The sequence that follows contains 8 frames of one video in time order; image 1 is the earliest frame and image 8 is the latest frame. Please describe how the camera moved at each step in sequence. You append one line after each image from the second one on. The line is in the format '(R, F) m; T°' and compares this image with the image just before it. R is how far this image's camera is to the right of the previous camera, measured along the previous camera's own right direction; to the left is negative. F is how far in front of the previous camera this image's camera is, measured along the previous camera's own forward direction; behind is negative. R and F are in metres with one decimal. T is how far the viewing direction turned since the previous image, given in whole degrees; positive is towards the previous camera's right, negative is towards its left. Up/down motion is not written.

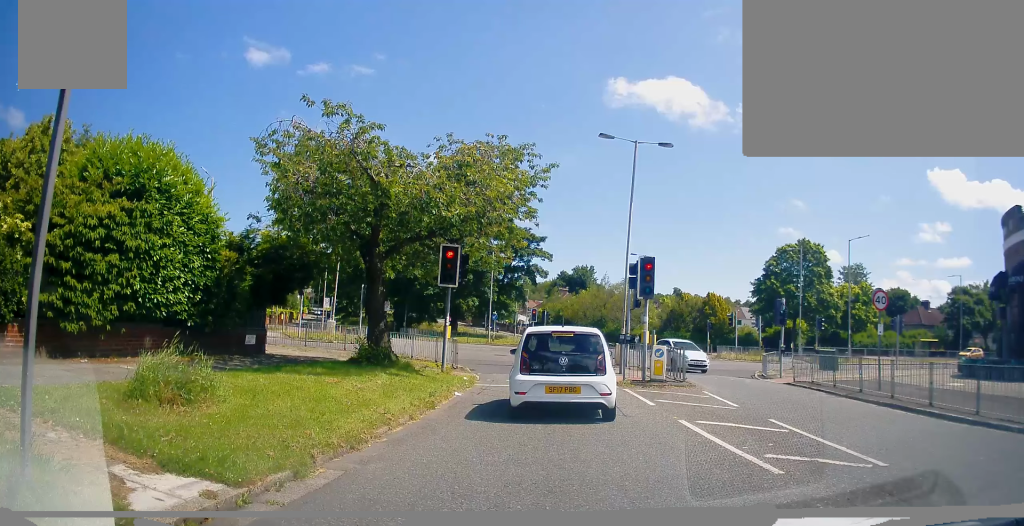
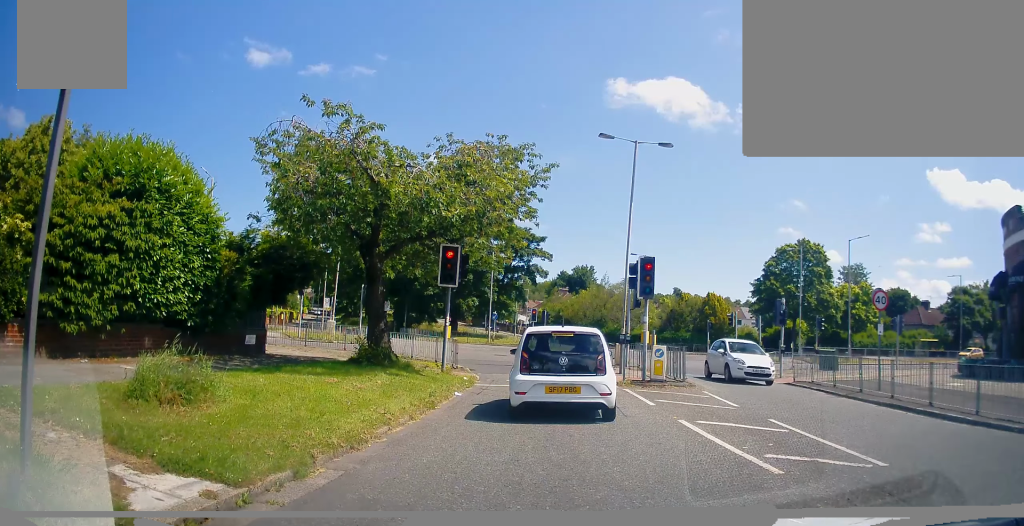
(0.0, 0.0) m; 0°
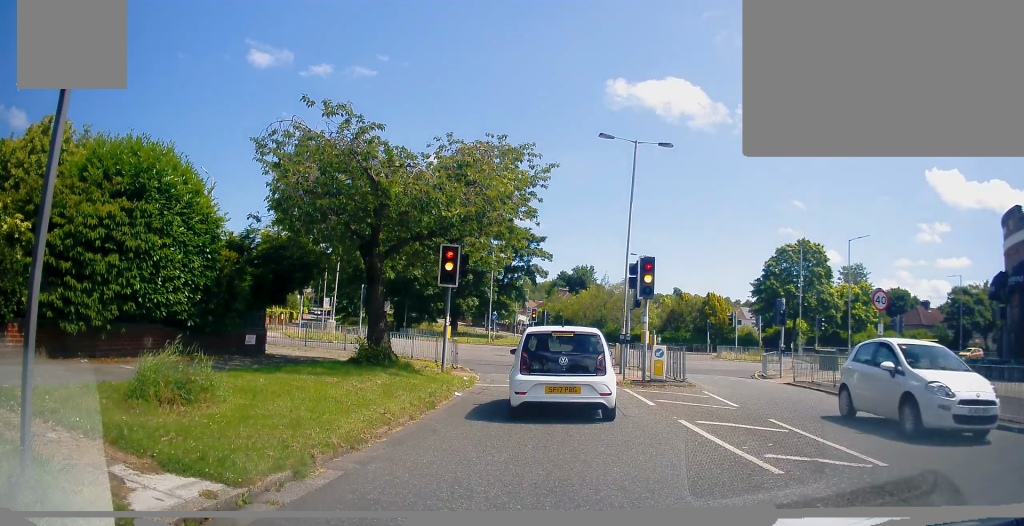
(0.0, 0.0) m; 0°
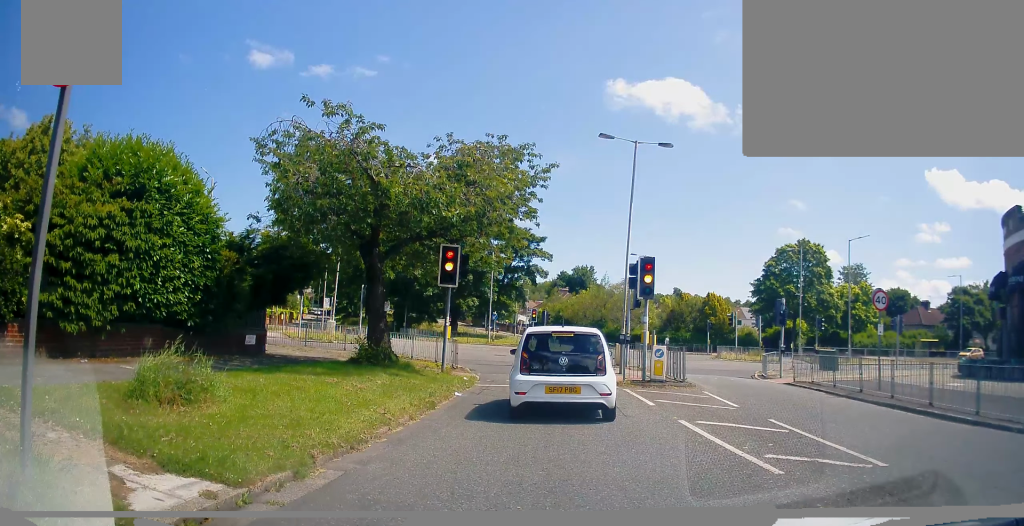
(0.0, 0.0) m; 0°
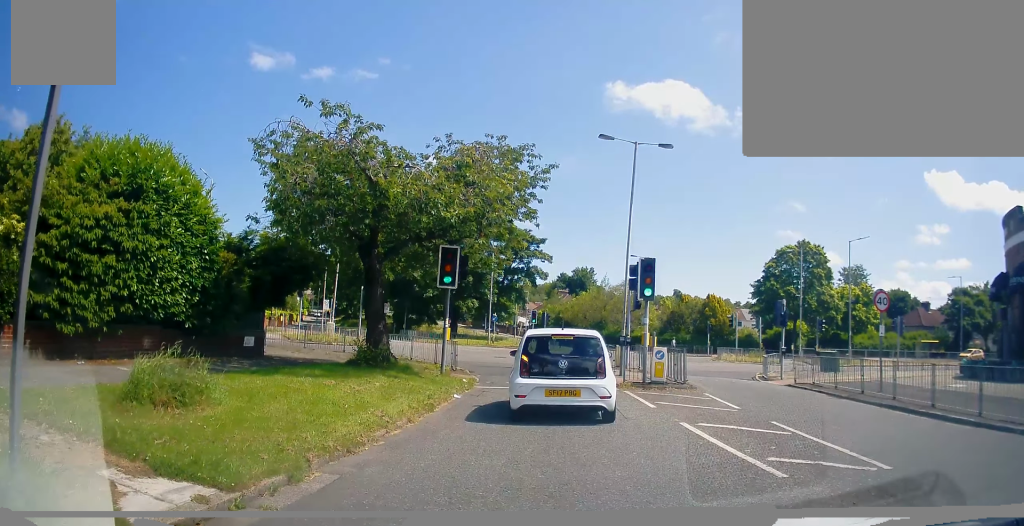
(0.0, 0.0) m; 0°
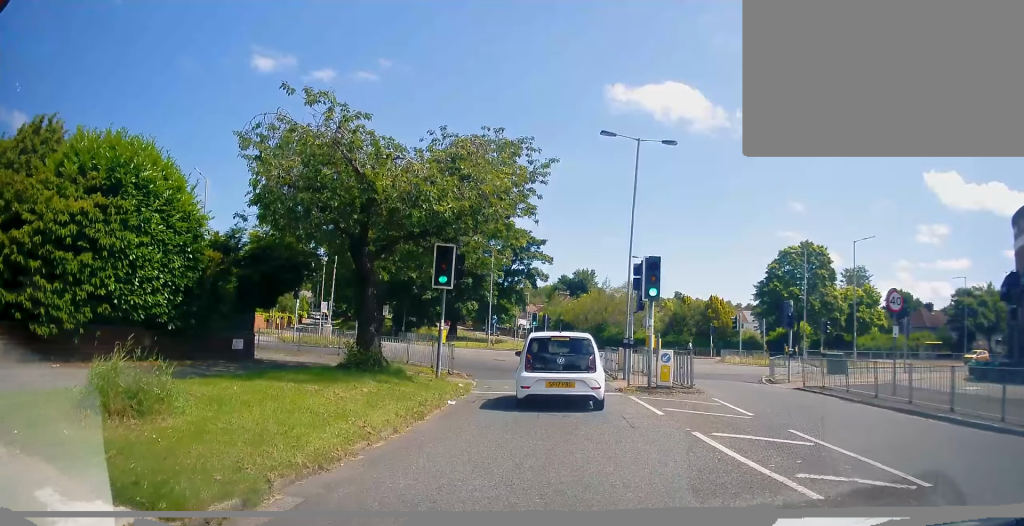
(0.0, +0.3) m; 0°
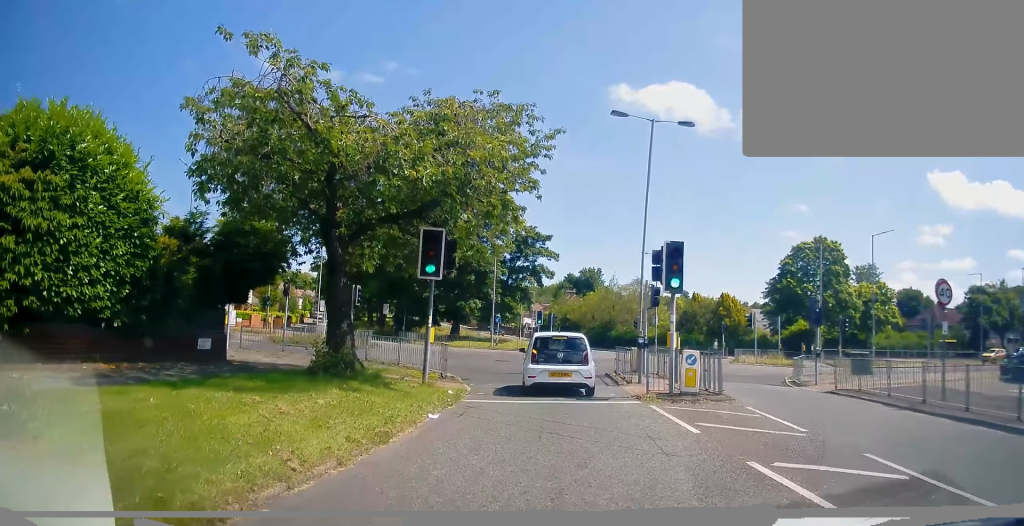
(+0.1, +1.0) m; -1°
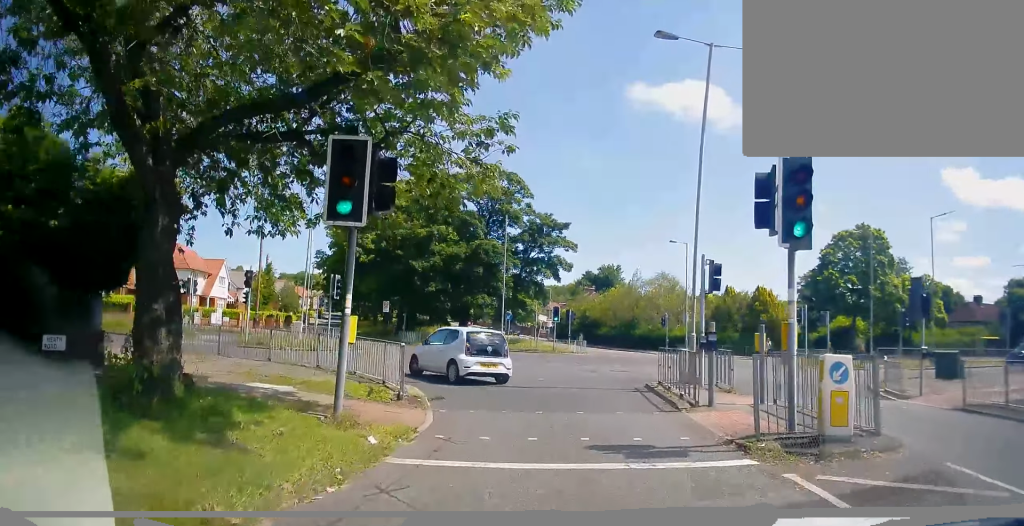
(-1.3, +4.3) m; -19°
